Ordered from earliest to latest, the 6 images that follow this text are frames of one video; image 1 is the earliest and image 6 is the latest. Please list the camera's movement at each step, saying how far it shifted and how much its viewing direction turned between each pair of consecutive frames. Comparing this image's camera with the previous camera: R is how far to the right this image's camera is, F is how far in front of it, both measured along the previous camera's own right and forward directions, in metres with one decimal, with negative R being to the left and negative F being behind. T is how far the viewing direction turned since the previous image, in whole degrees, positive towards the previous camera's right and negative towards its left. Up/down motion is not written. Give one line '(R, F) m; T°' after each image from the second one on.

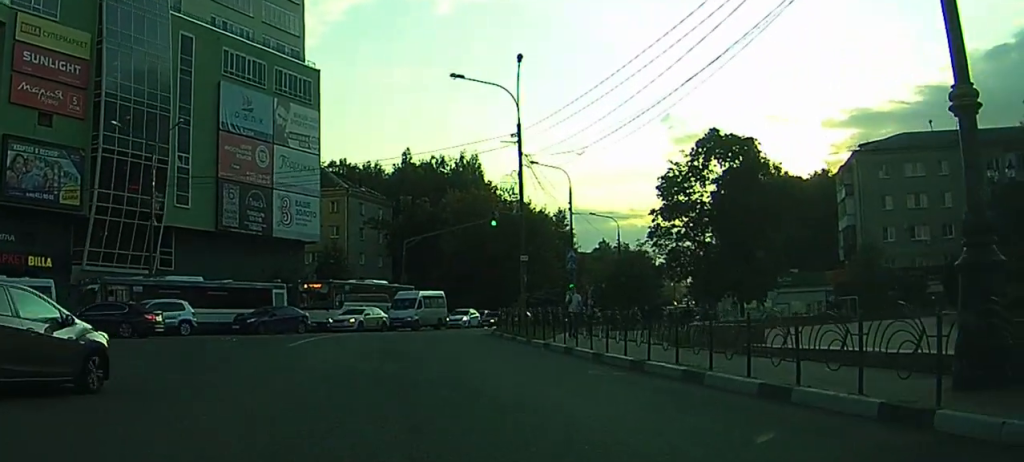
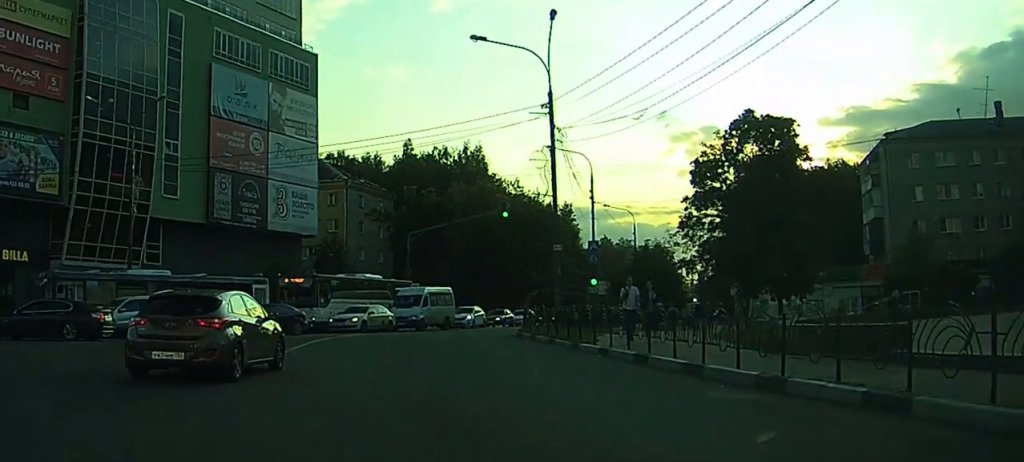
(-0.6, +6.6) m; -5°
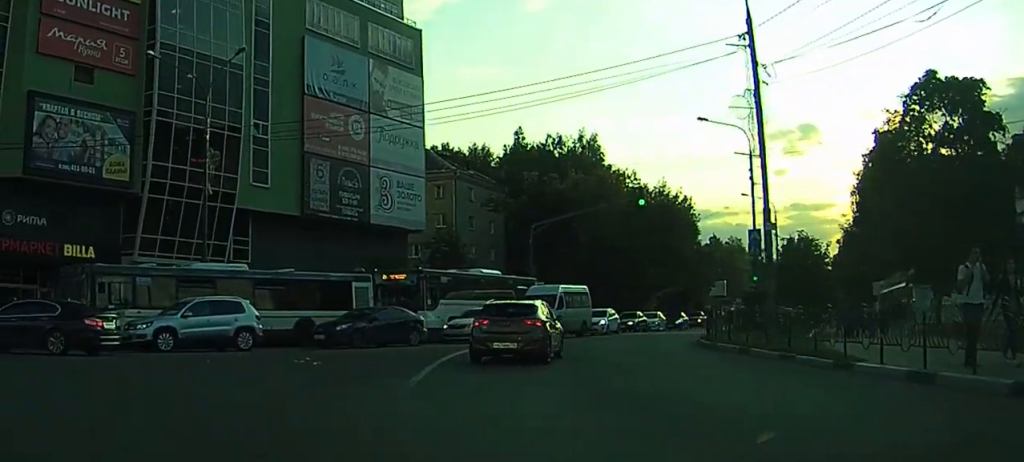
(+0.1, +8.1) m; -7°
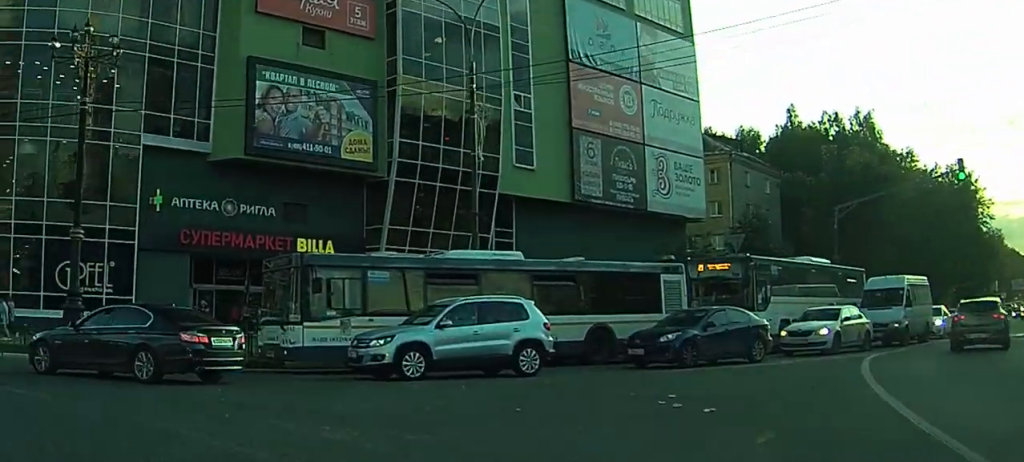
(-1.6, +7.3) m; -20°
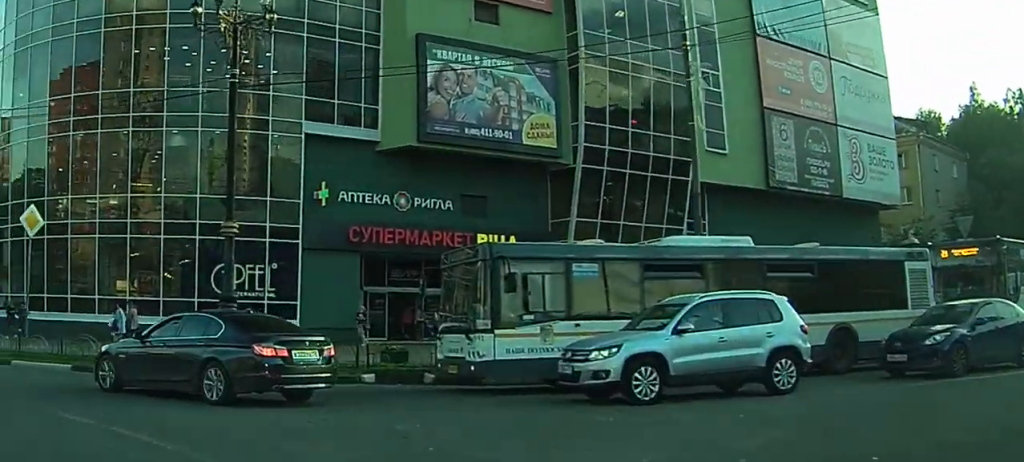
(-0.2, +3.6) m; -9°
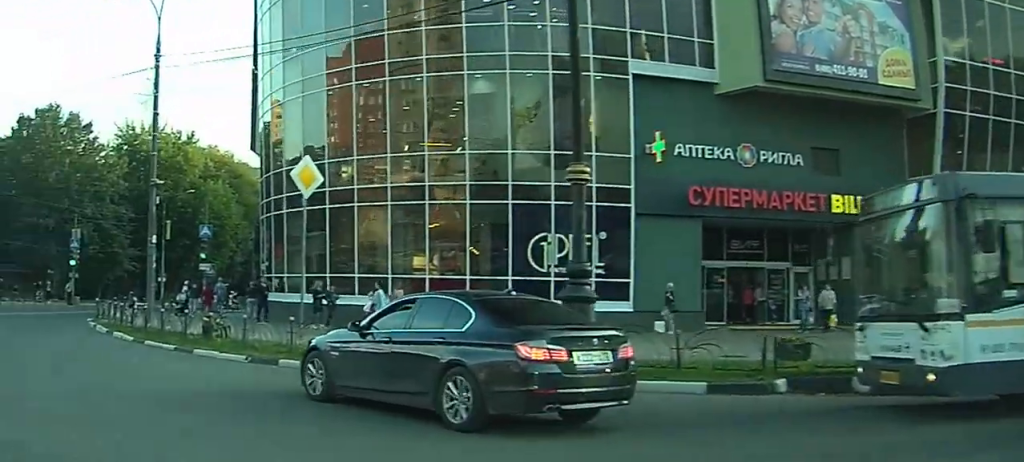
(-0.6, +5.0) m; -11°
